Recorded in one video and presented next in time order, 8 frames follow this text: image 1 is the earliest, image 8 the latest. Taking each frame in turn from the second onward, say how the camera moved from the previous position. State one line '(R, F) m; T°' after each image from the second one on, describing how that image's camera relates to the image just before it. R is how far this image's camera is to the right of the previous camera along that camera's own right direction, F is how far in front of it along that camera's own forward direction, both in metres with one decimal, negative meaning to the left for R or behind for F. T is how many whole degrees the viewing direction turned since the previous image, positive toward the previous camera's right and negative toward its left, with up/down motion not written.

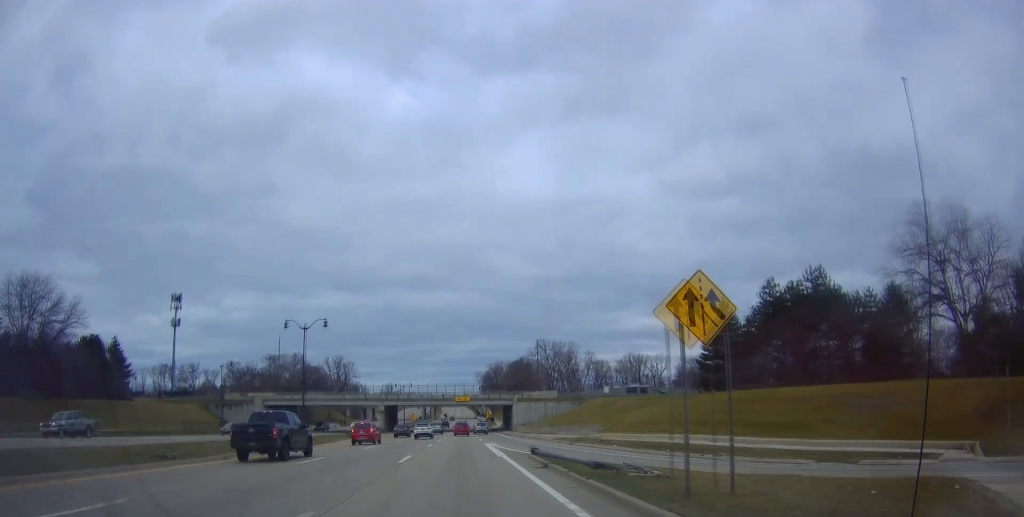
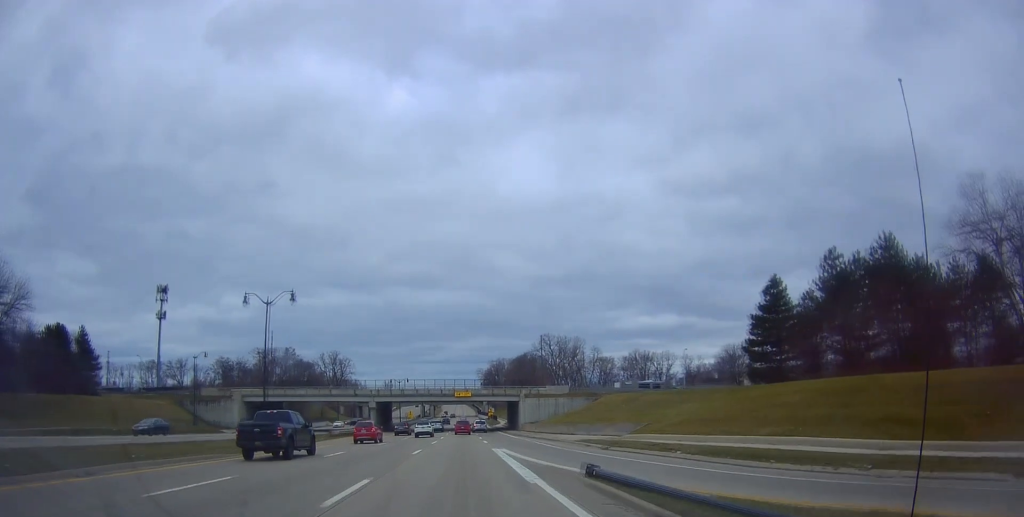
(+0.2, +10.9) m; -1°
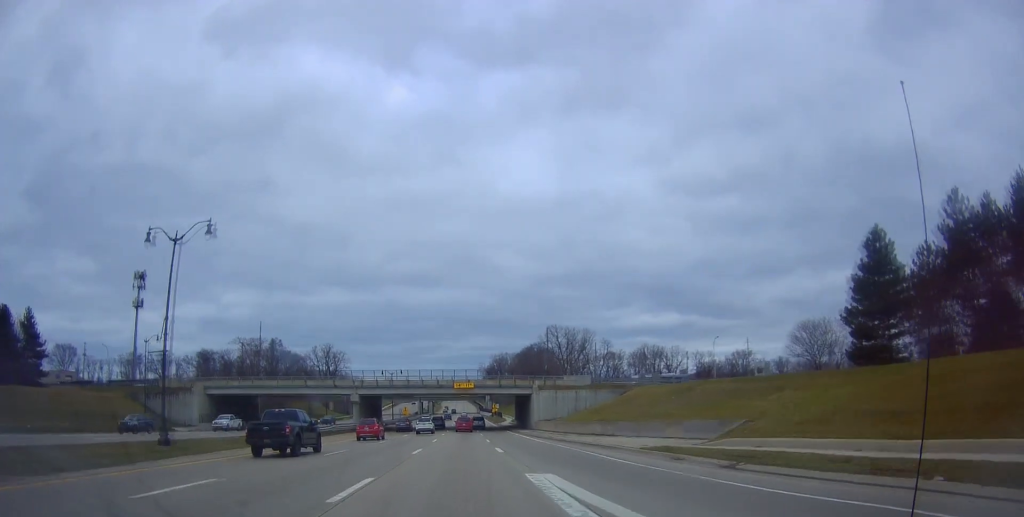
(-0.6, +15.4) m; 0°
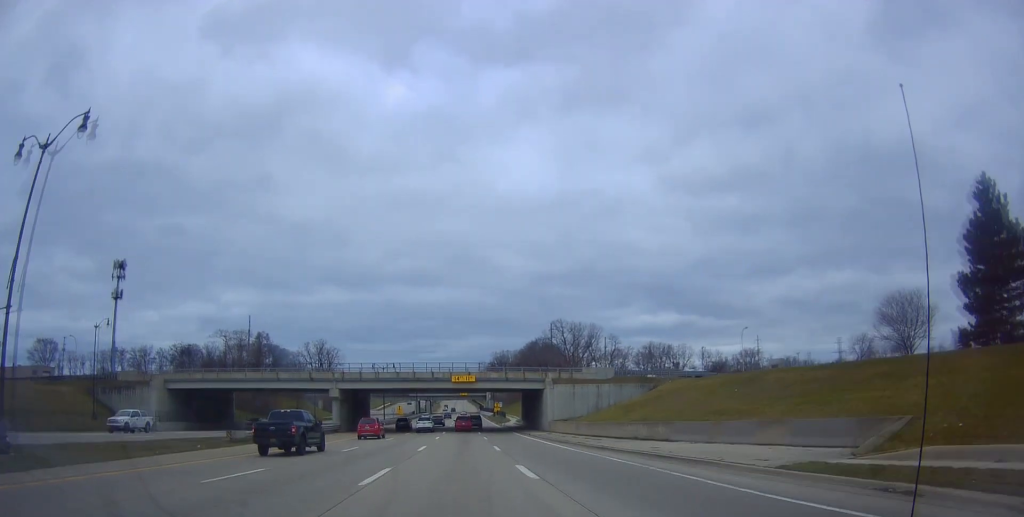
(+0.1, +12.0) m; +2°
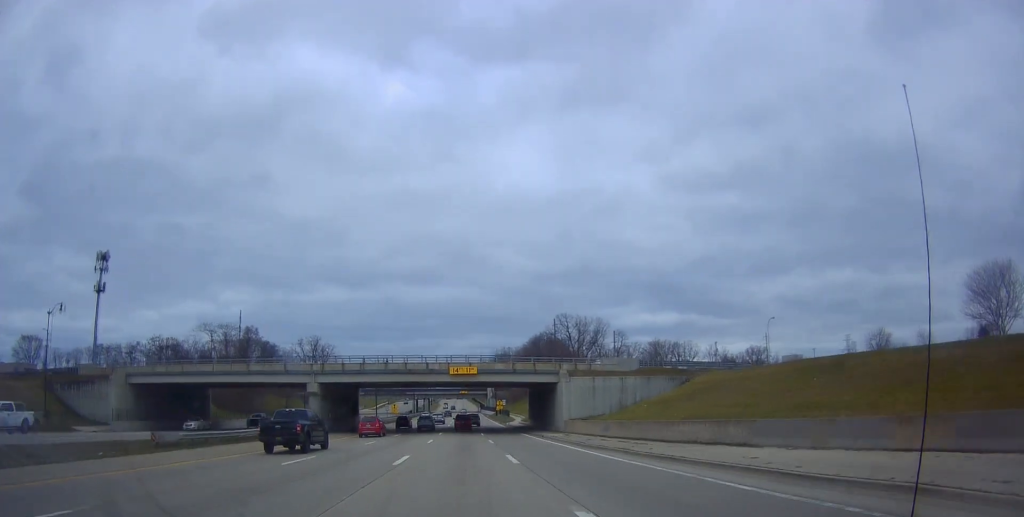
(+0.1, +9.3) m; +2°
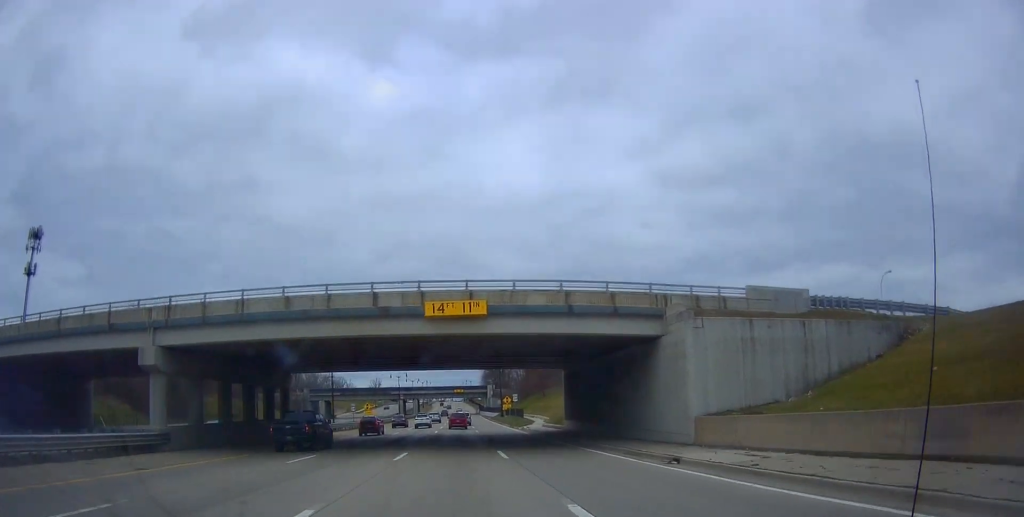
(+0.8, +30.0) m; 0°
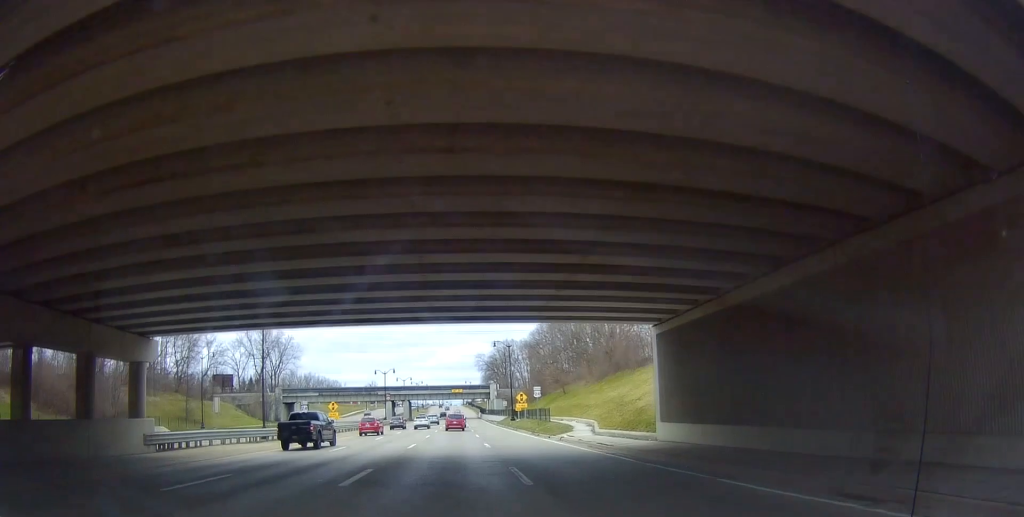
(-0.6, +23.3) m; 0°
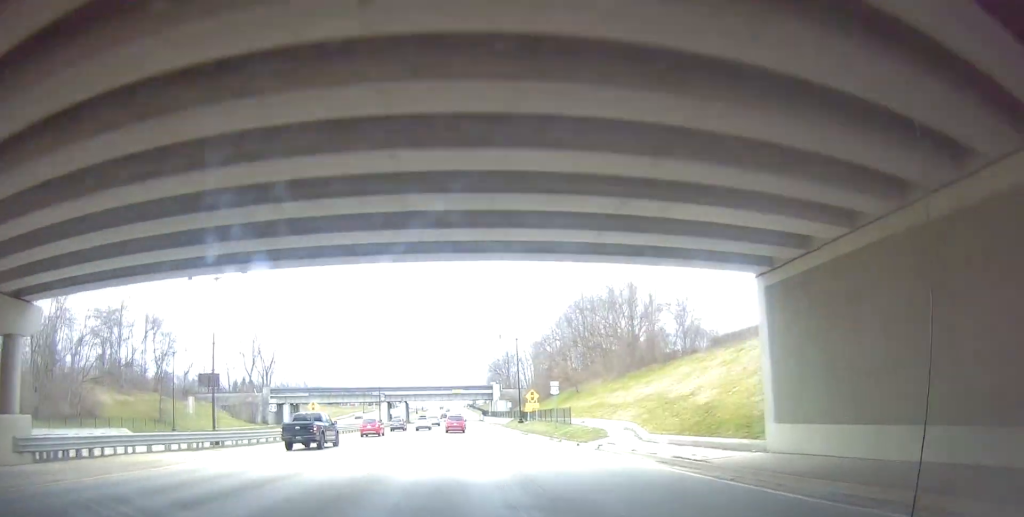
(-0.2, +9.3) m; +1°
